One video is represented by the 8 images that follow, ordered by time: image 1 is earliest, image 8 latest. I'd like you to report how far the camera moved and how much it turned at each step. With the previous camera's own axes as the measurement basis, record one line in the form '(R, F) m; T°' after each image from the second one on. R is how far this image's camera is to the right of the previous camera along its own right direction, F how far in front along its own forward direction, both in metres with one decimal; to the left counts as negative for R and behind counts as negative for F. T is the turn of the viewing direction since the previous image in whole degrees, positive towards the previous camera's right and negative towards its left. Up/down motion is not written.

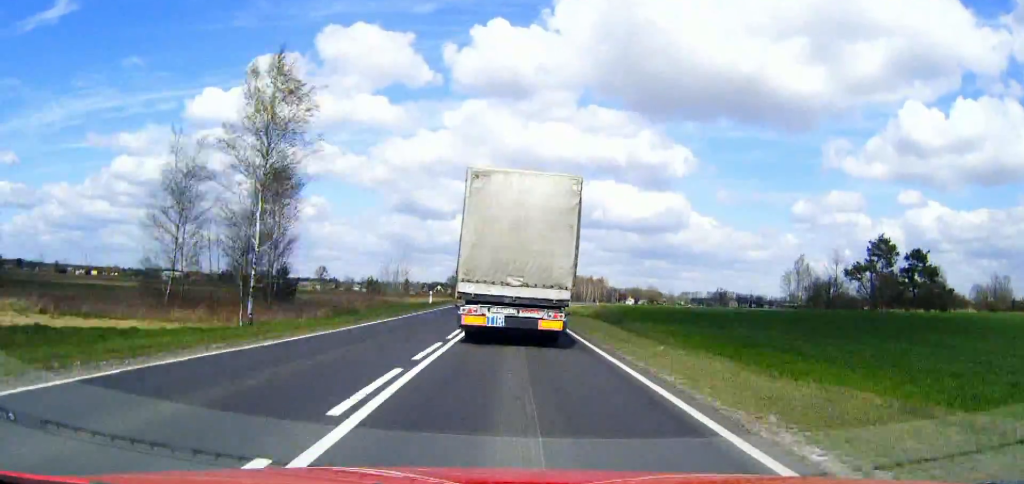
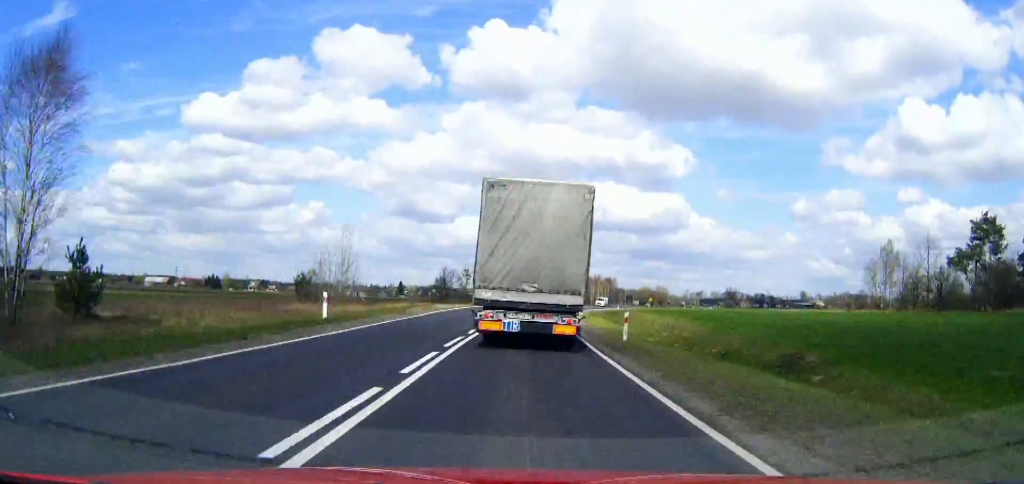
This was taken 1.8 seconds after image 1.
(+0.4, +32.4) m; +2°
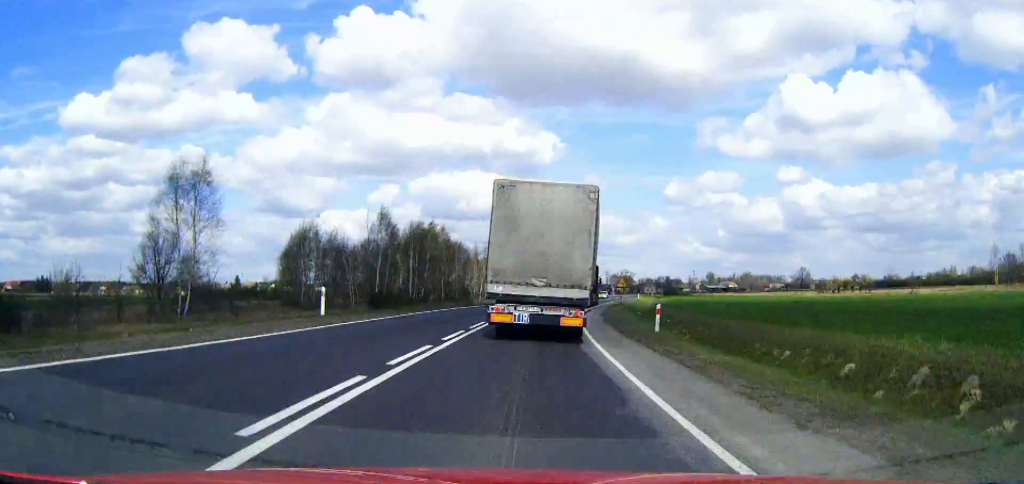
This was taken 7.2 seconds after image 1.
(+8.6, +97.7) m; +11°
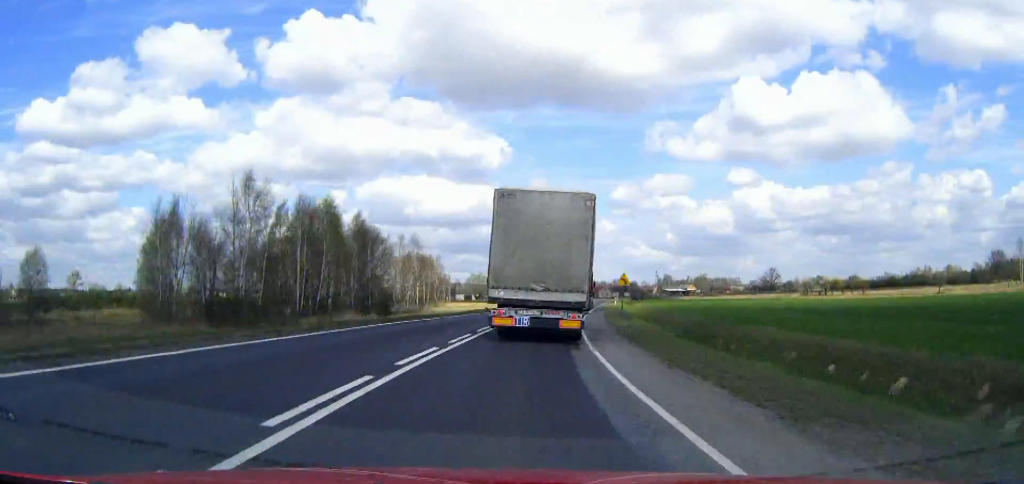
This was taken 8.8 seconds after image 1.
(+1.4, +29.9) m; +3°
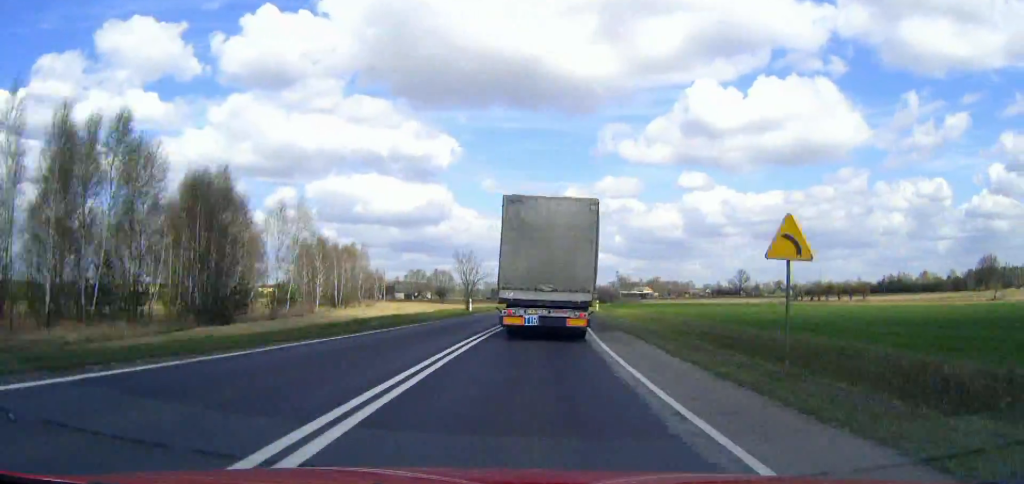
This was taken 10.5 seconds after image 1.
(+0.9, +32.0) m; +2°
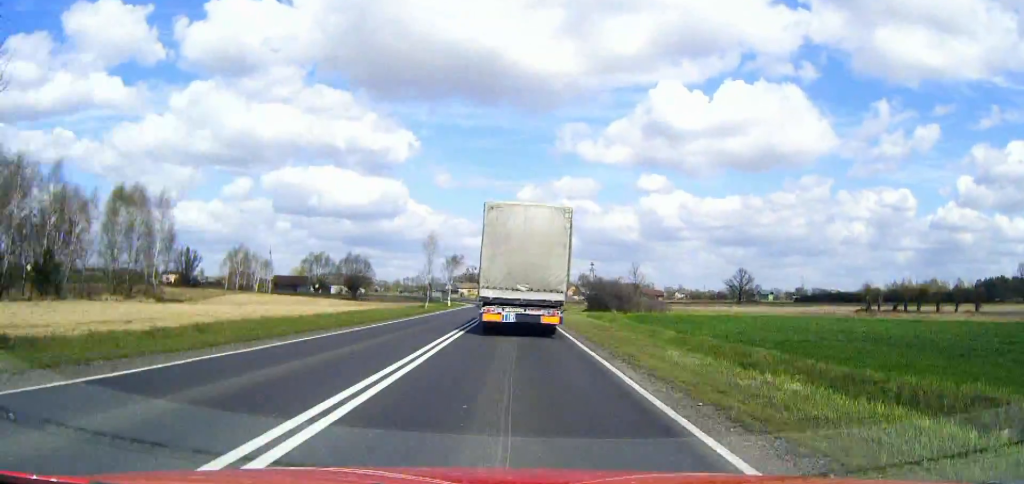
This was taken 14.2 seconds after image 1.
(+2.0, +70.9) m; +1°
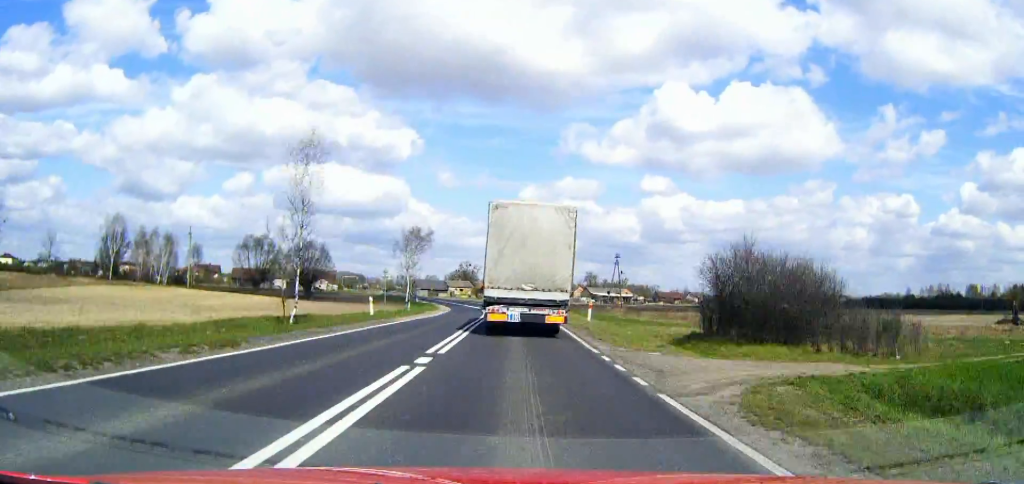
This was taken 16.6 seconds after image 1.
(-0.2, +46.4) m; -2°
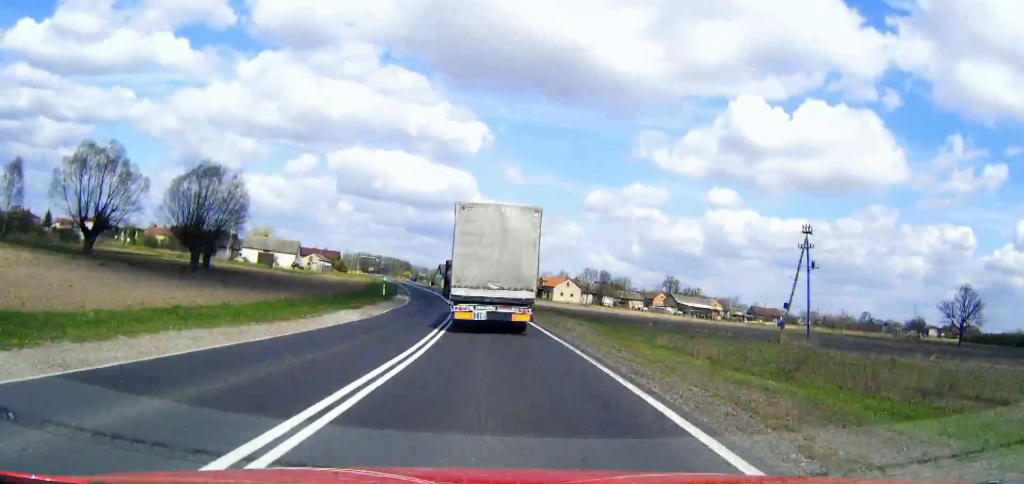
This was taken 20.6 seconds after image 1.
(-3.4, +77.3) m; -6°
